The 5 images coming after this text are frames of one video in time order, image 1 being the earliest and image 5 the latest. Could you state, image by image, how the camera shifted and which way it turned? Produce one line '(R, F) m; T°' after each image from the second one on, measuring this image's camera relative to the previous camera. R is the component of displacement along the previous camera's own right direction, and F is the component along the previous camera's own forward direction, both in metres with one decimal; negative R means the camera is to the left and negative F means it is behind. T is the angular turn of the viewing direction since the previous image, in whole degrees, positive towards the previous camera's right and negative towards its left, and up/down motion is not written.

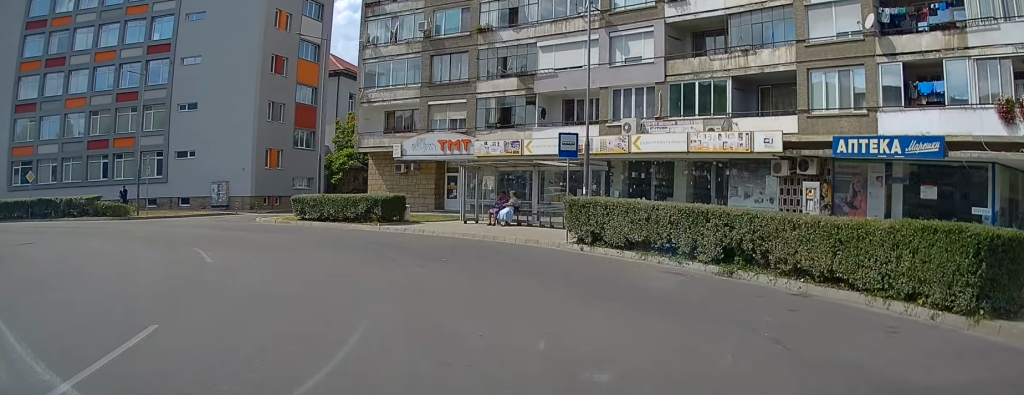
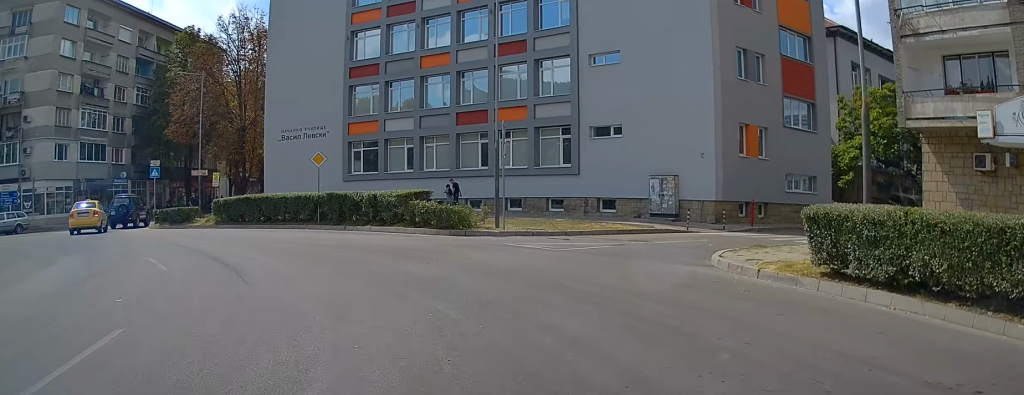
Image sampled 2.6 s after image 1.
(-3.7, +18.1) m; -39°
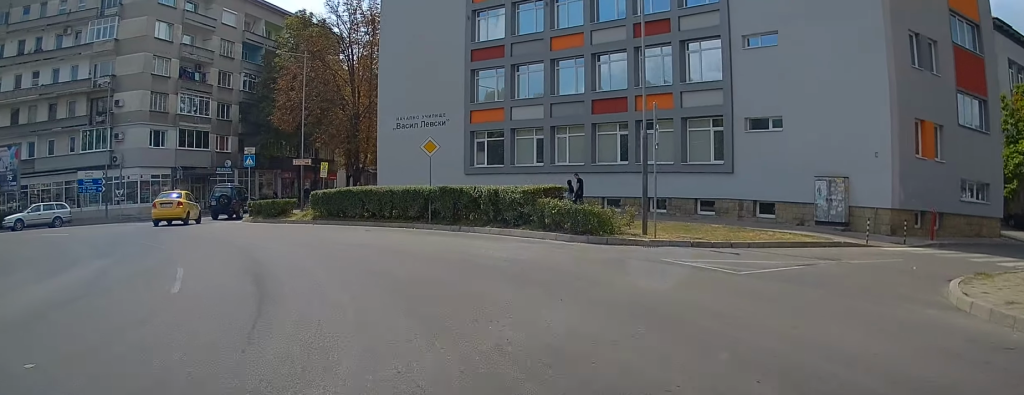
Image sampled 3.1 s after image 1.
(-0.4, +4.3) m; -14°
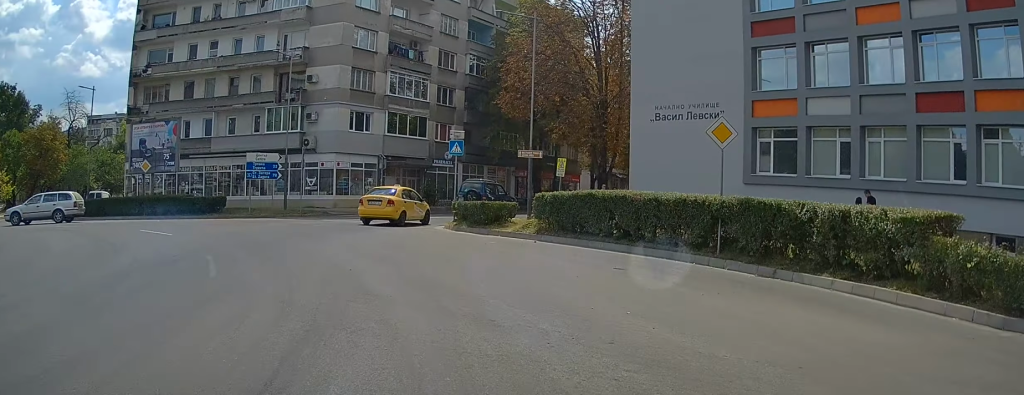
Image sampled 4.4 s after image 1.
(-2.8, +10.0) m; -21°
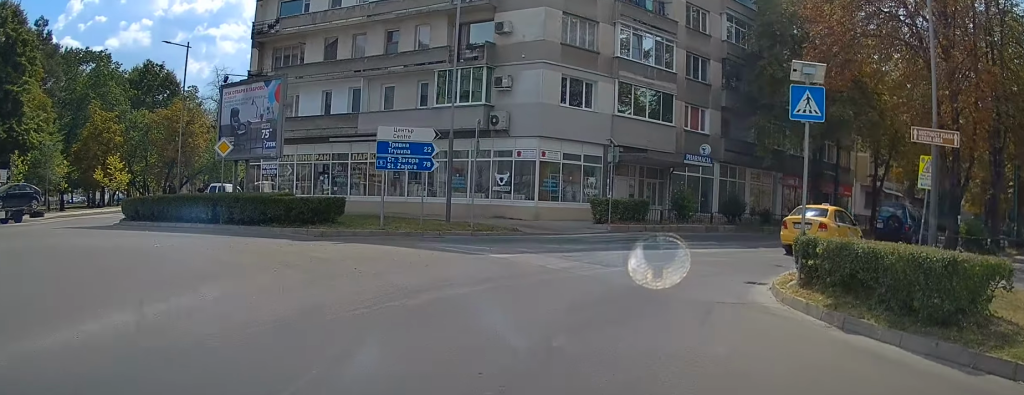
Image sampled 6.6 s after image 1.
(-3.1, +19.2) m; -21°
